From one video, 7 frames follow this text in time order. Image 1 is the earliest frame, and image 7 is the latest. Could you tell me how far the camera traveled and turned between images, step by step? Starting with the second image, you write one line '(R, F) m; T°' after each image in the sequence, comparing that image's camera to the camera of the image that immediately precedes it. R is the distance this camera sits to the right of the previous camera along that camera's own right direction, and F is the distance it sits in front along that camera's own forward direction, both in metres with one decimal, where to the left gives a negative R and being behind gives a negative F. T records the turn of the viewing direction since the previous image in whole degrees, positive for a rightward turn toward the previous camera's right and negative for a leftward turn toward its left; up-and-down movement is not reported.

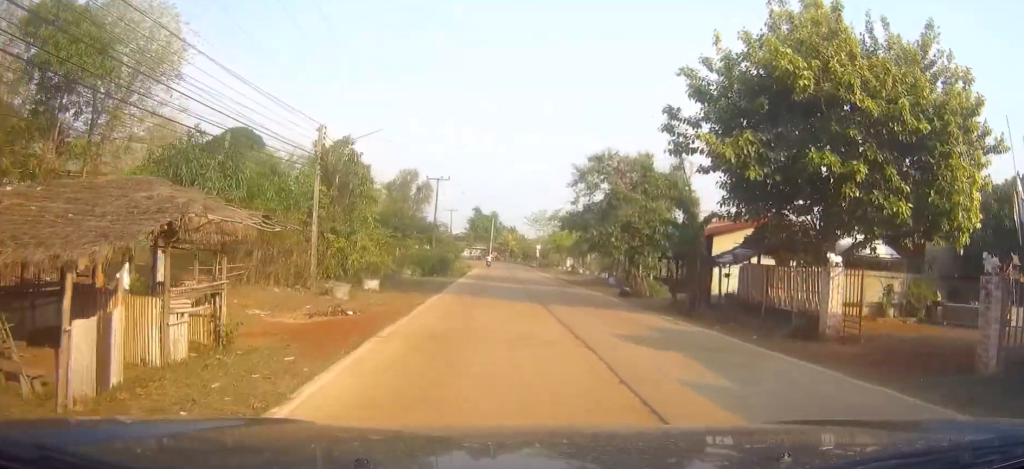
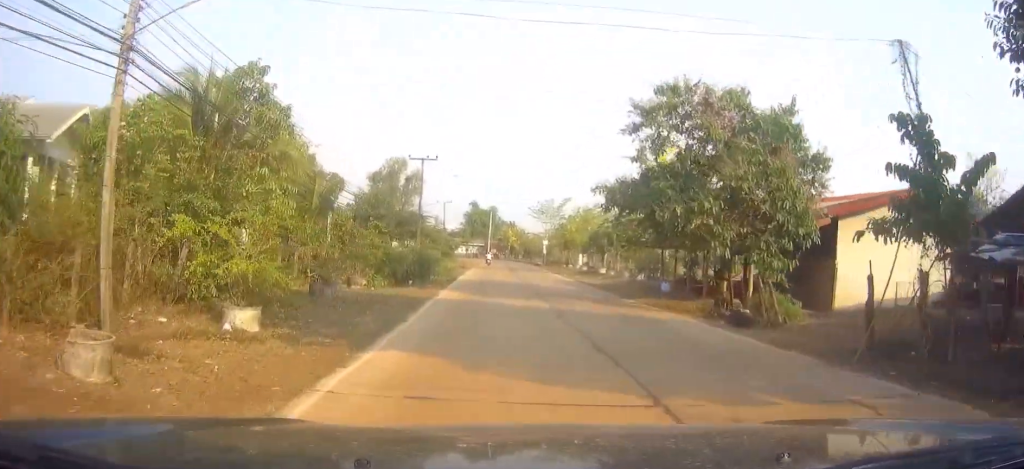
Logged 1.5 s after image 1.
(+0.2, +15.1) m; +1°
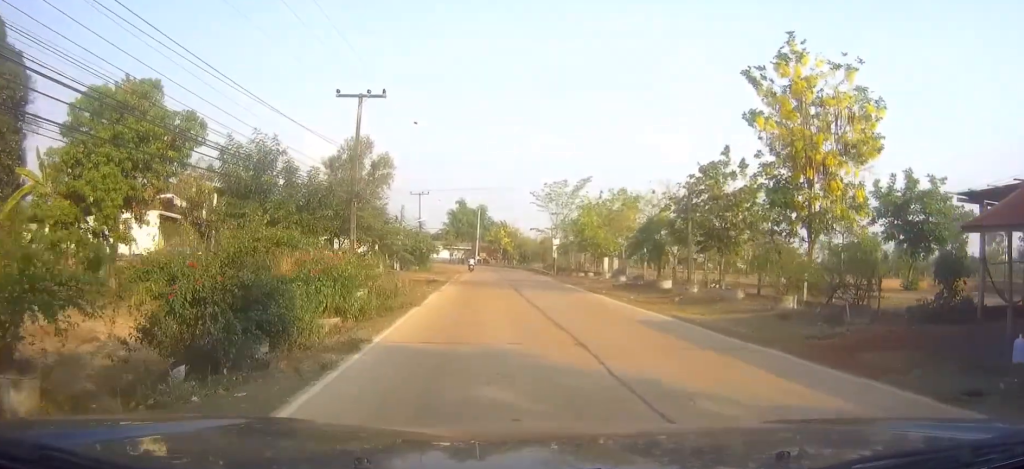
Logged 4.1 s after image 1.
(-0.1, +25.2) m; 0°
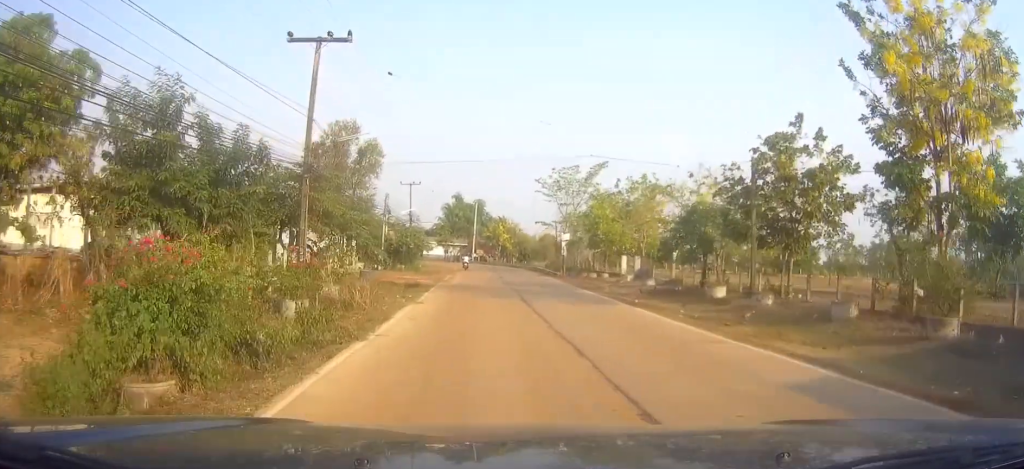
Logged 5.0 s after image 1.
(+0.1, +9.0) m; +1°
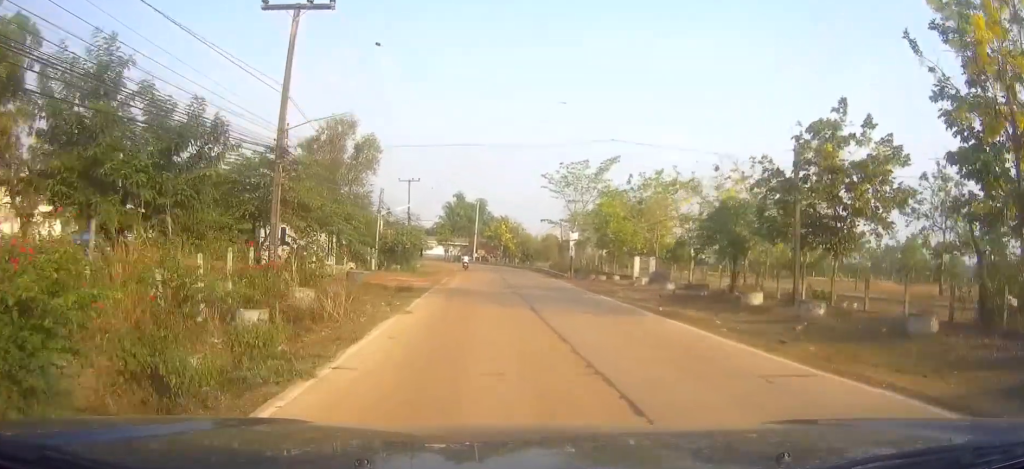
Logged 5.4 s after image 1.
(0.0, +4.2) m; 0°
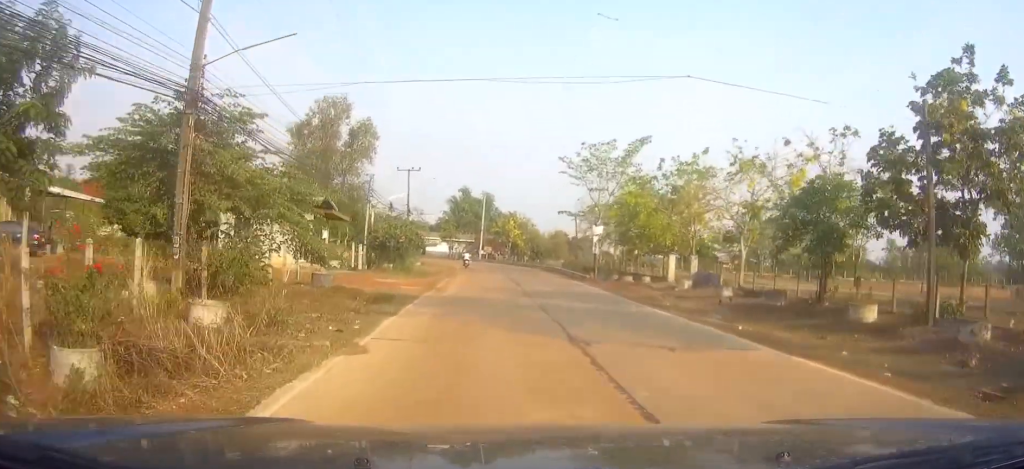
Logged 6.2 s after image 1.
(0.0, +7.6) m; 0°
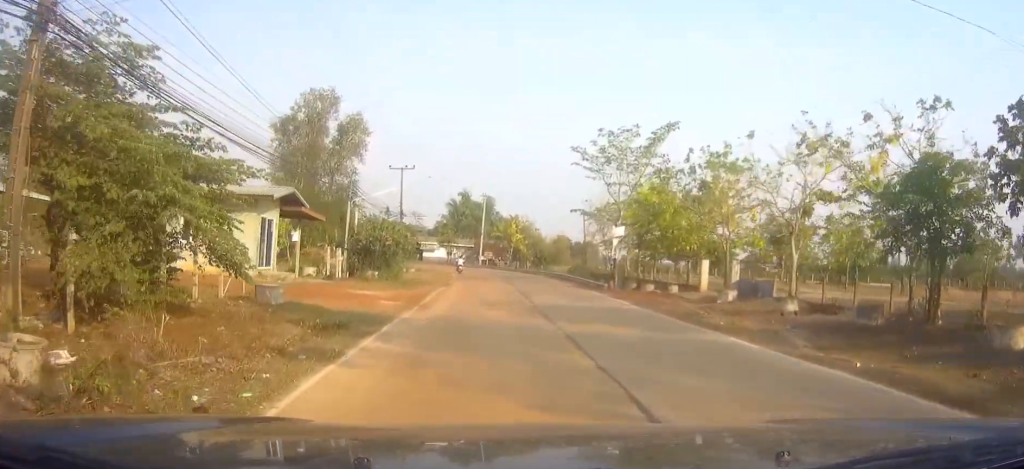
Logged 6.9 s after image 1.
(0.0, +6.0) m; 0°
